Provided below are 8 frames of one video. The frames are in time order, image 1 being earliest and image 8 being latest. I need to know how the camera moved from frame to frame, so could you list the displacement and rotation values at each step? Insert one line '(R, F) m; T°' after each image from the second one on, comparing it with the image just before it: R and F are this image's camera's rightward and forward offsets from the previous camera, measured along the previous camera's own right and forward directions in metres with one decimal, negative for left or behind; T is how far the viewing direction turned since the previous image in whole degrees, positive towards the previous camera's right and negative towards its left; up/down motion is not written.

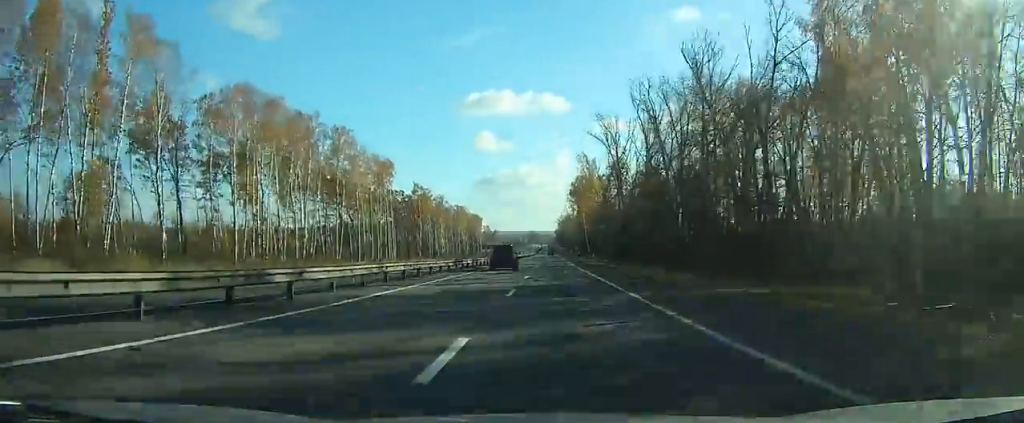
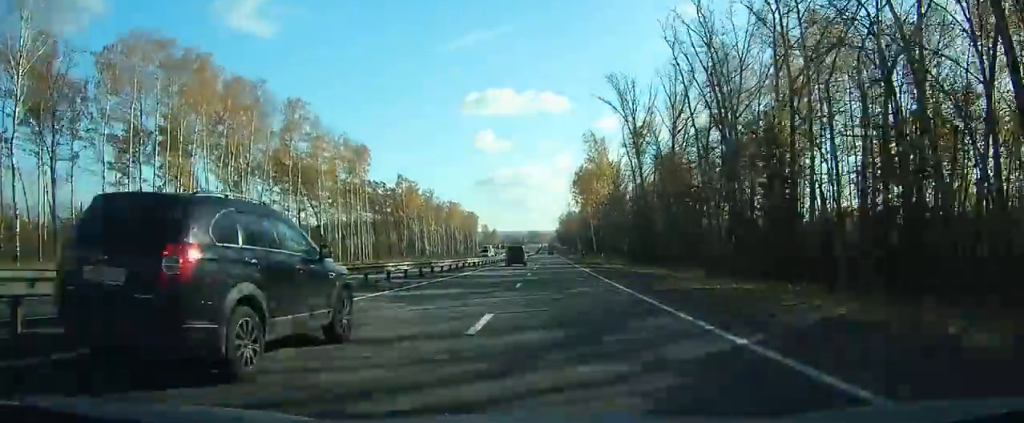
(0.0, +20.0) m; 0°
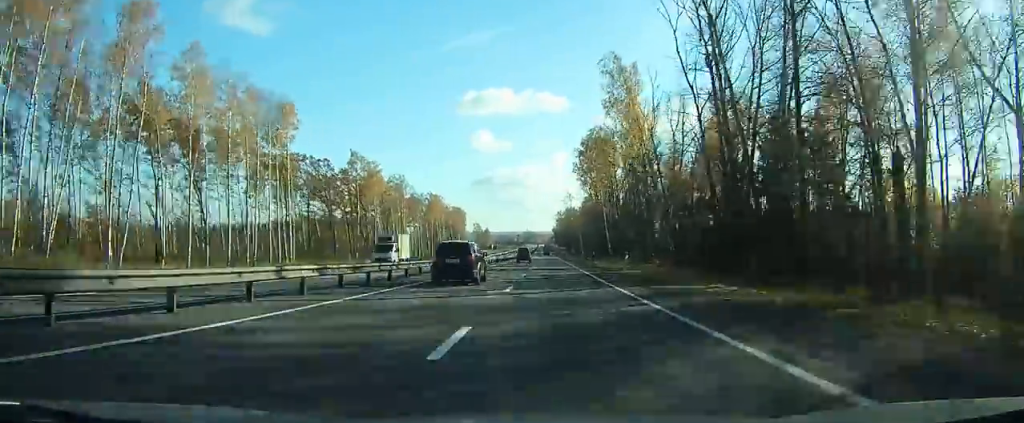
(+0.1, +38.9) m; 0°
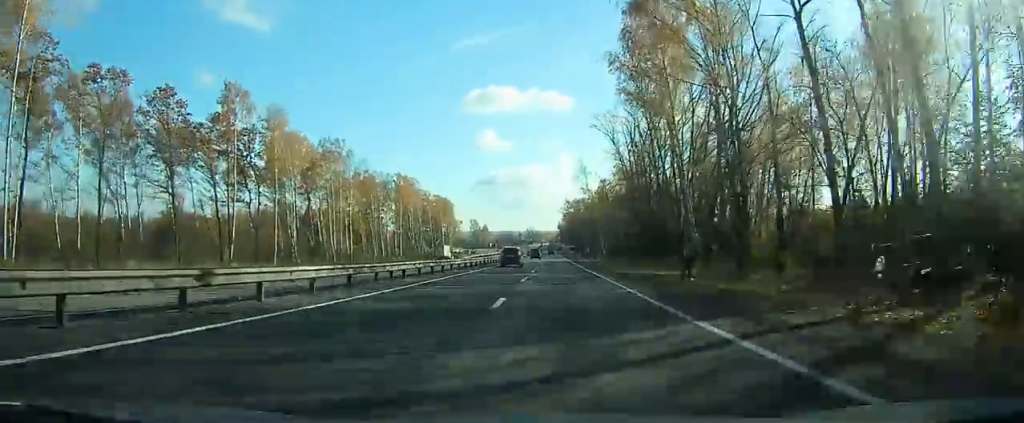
(0.0, +55.5) m; 0°
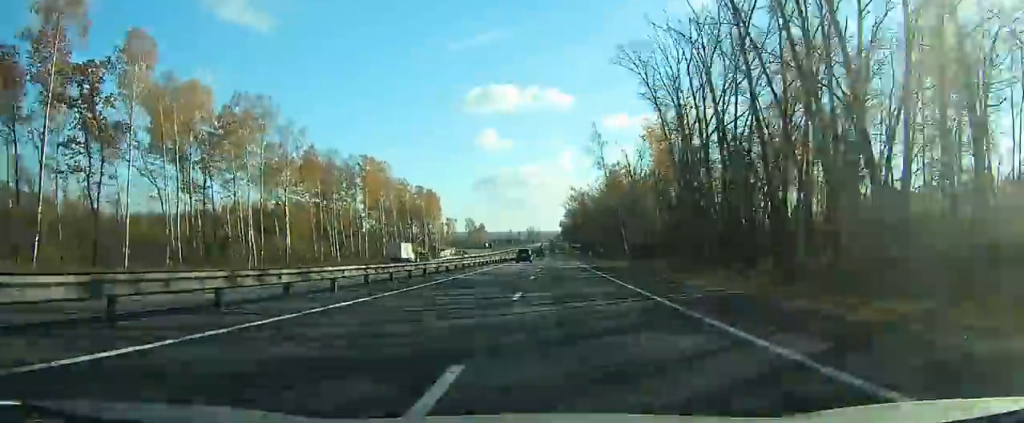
(-0.2, +34.7) m; 0°
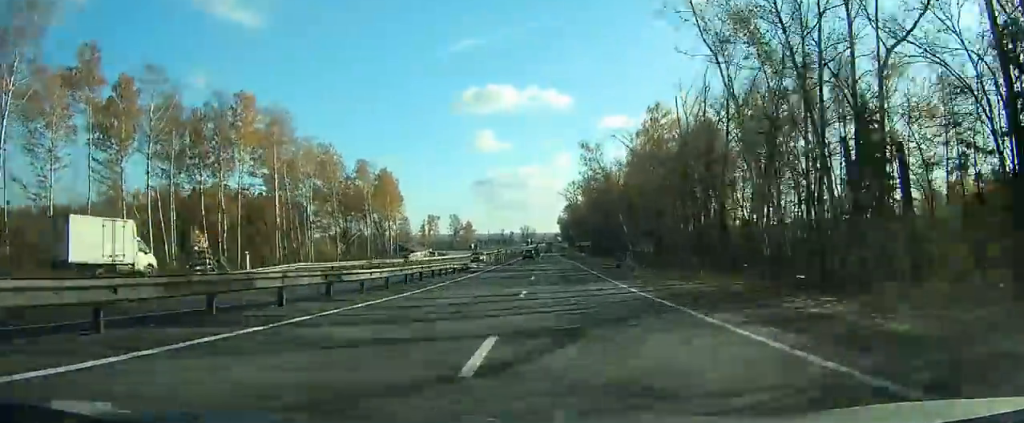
(-0.1, +57.6) m; 0°
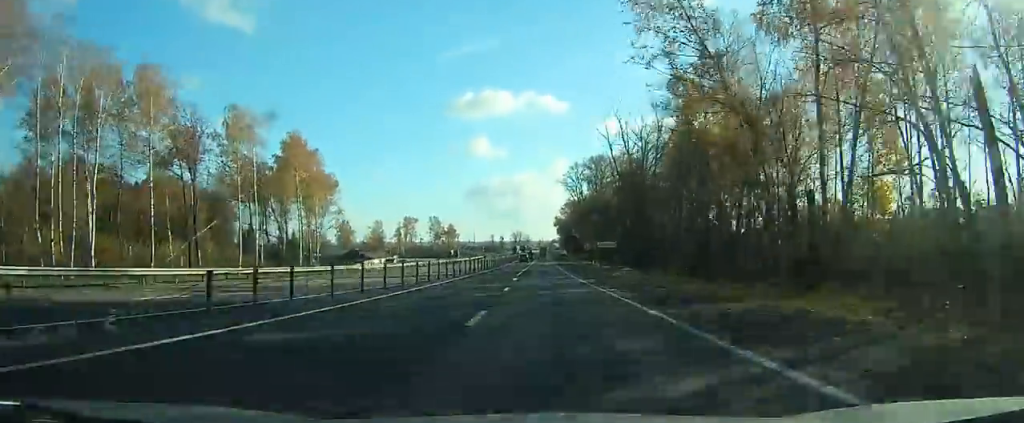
(+0.1, +52.3) m; 0°
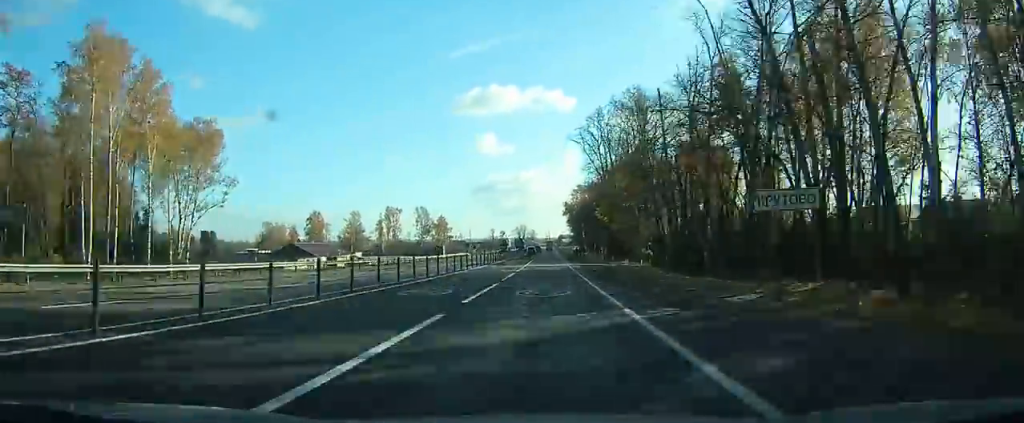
(0.0, +54.6) m; 0°
